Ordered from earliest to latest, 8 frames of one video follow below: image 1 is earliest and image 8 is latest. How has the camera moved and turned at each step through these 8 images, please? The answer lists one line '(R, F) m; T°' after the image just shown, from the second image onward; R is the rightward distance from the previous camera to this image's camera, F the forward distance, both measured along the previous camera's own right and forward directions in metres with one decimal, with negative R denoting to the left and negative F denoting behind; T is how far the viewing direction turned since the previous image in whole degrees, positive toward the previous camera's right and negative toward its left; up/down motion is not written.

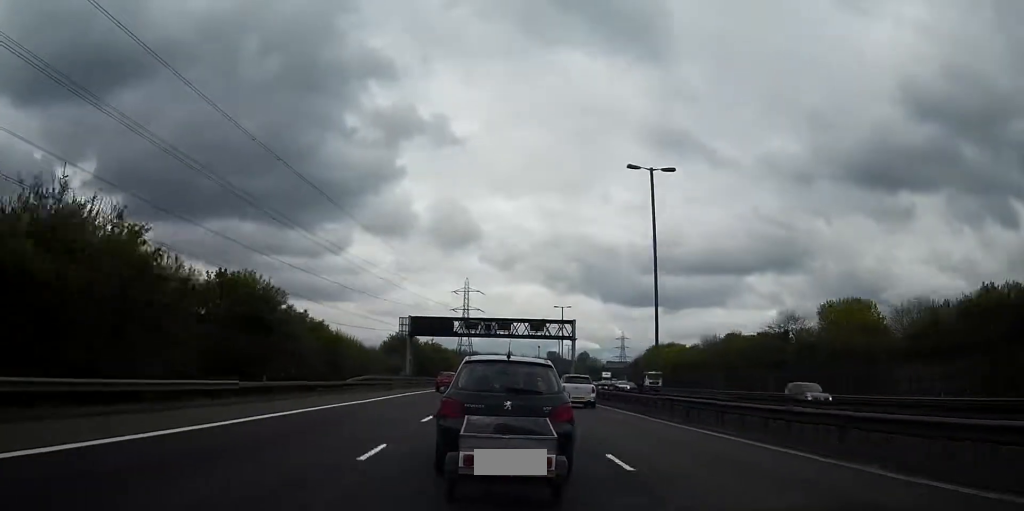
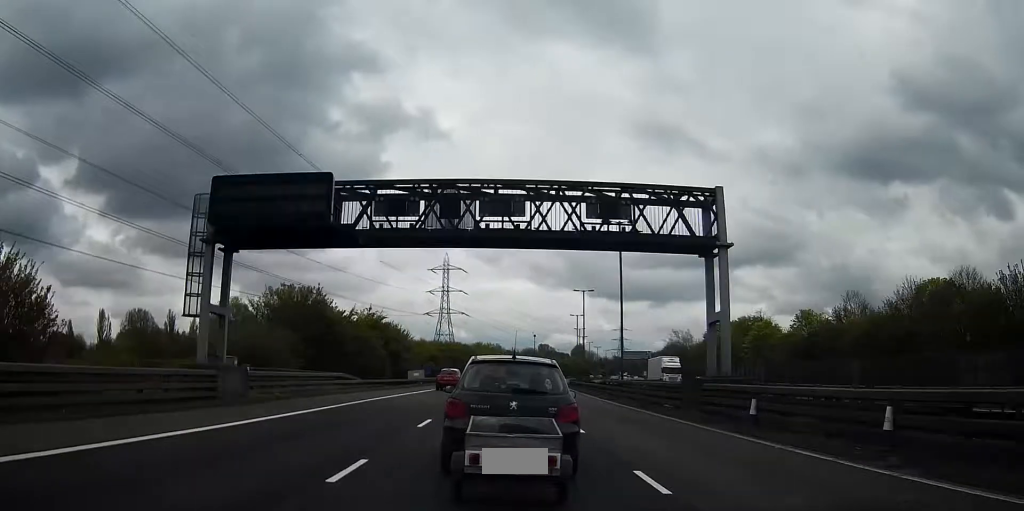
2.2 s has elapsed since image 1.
(0.0, +55.6) m; 0°
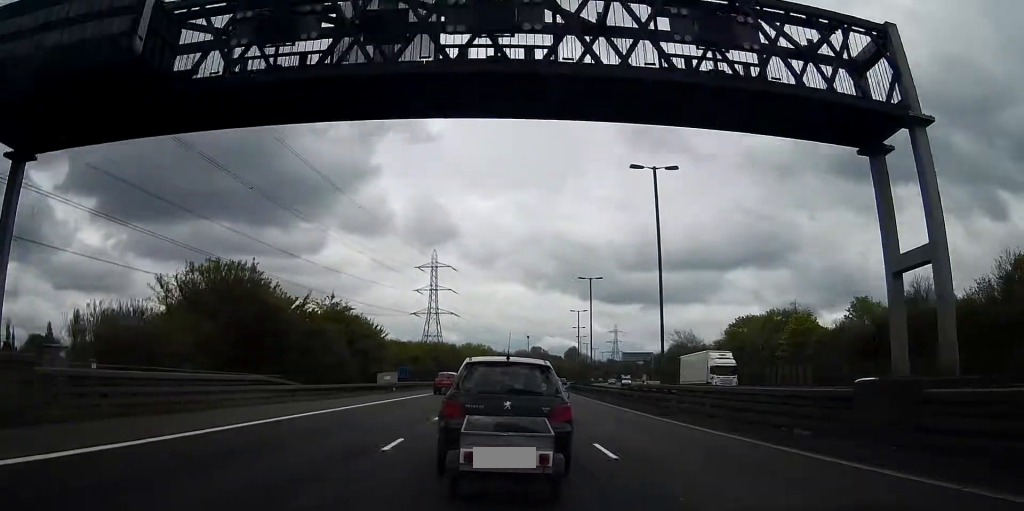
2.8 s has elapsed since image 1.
(0.0, +14.0) m; 0°
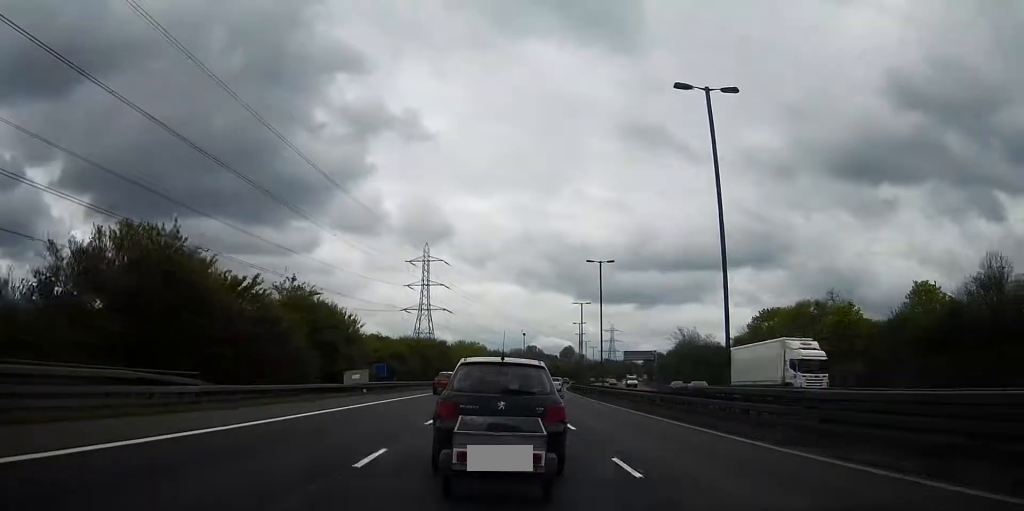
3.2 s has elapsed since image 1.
(0.0, +10.8) m; -1°
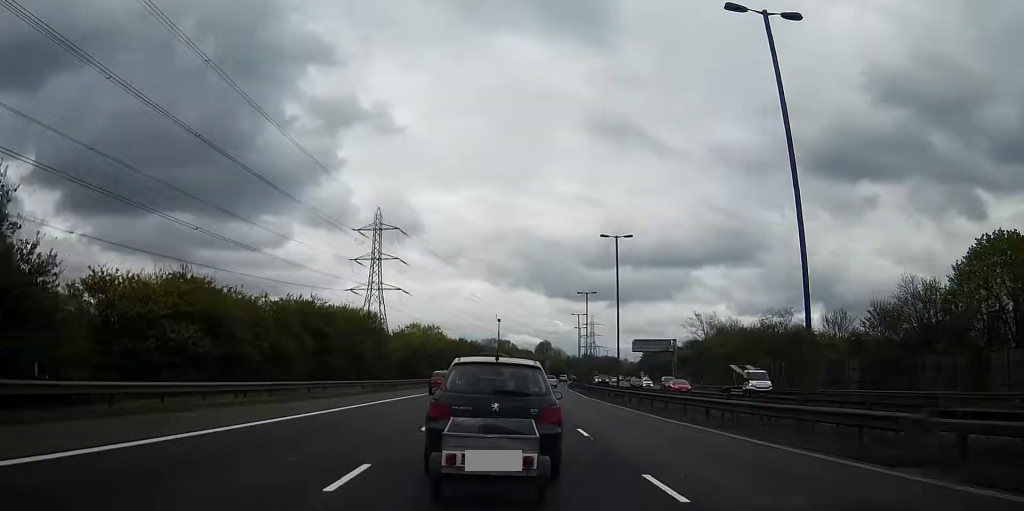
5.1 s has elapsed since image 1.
(-0.5, +46.8) m; 0°
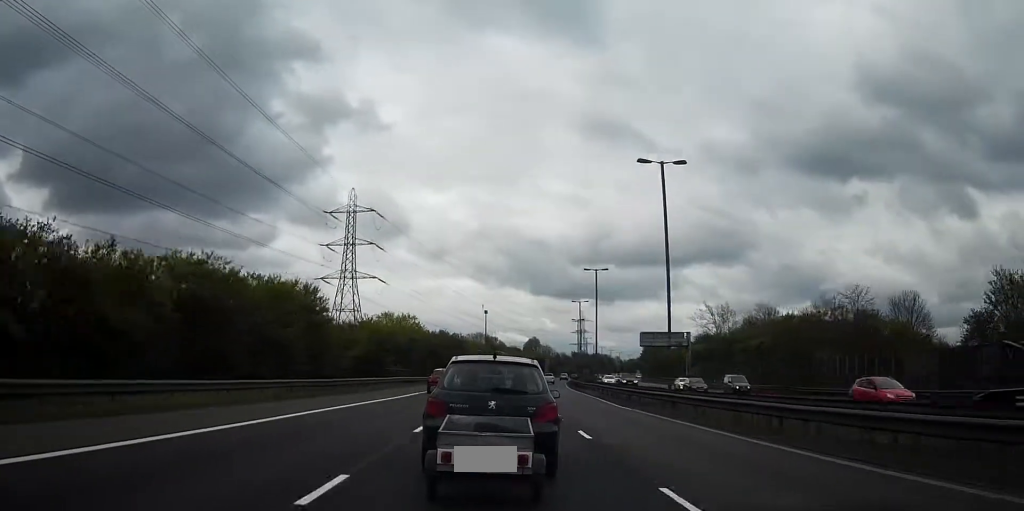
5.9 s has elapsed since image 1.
(+0.2, +19.1) m; 0°
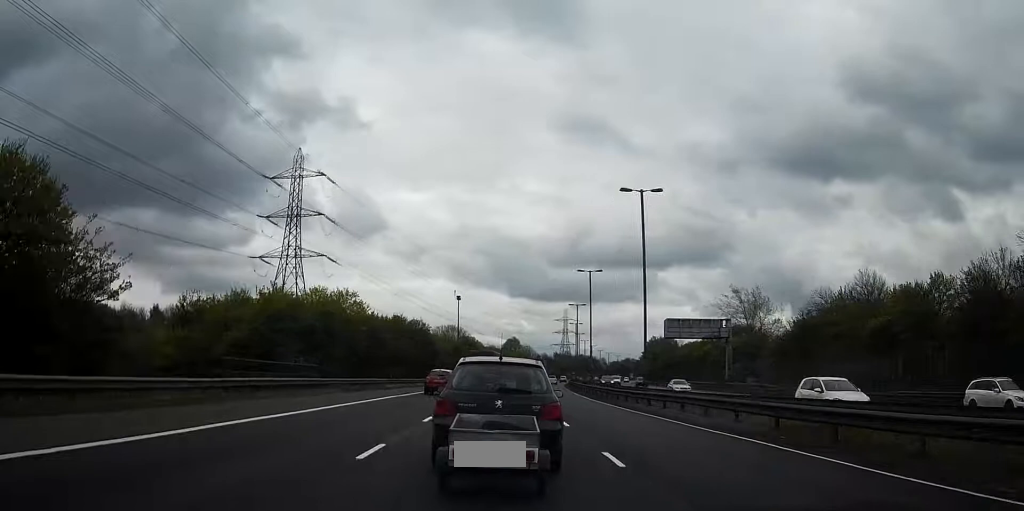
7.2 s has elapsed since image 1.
(0.0, +32.4) m; +2°
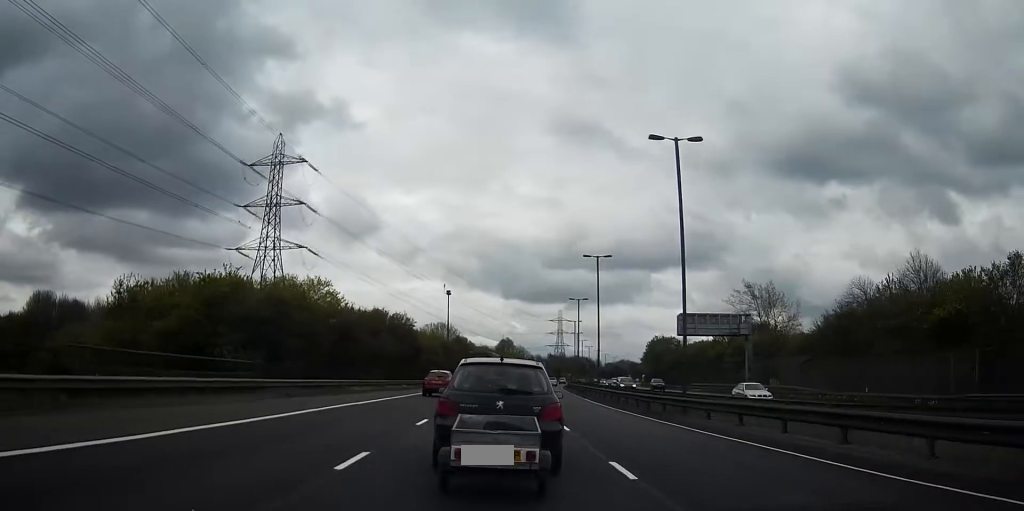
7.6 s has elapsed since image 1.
(+0.1, +10.1) m; +1°
